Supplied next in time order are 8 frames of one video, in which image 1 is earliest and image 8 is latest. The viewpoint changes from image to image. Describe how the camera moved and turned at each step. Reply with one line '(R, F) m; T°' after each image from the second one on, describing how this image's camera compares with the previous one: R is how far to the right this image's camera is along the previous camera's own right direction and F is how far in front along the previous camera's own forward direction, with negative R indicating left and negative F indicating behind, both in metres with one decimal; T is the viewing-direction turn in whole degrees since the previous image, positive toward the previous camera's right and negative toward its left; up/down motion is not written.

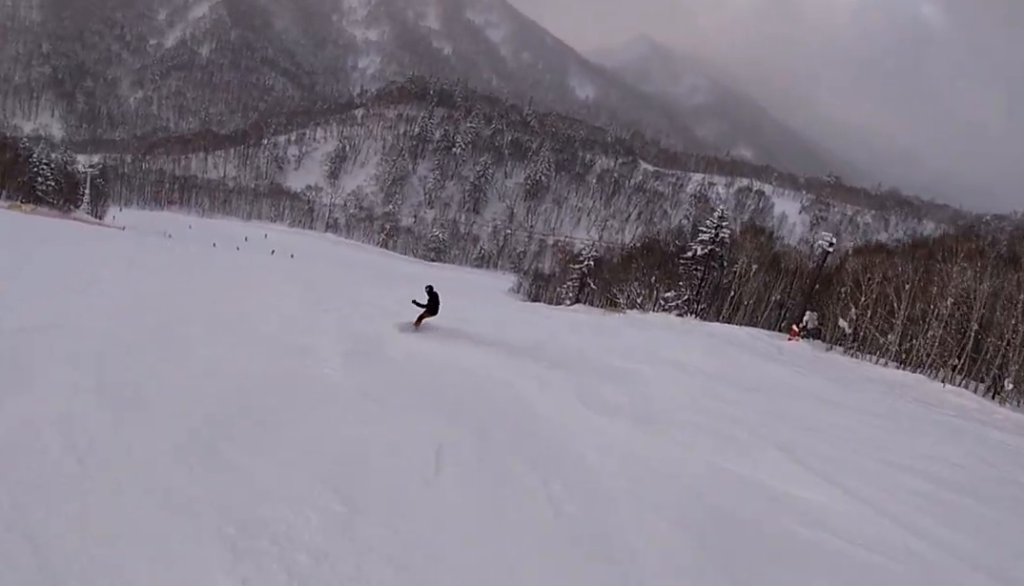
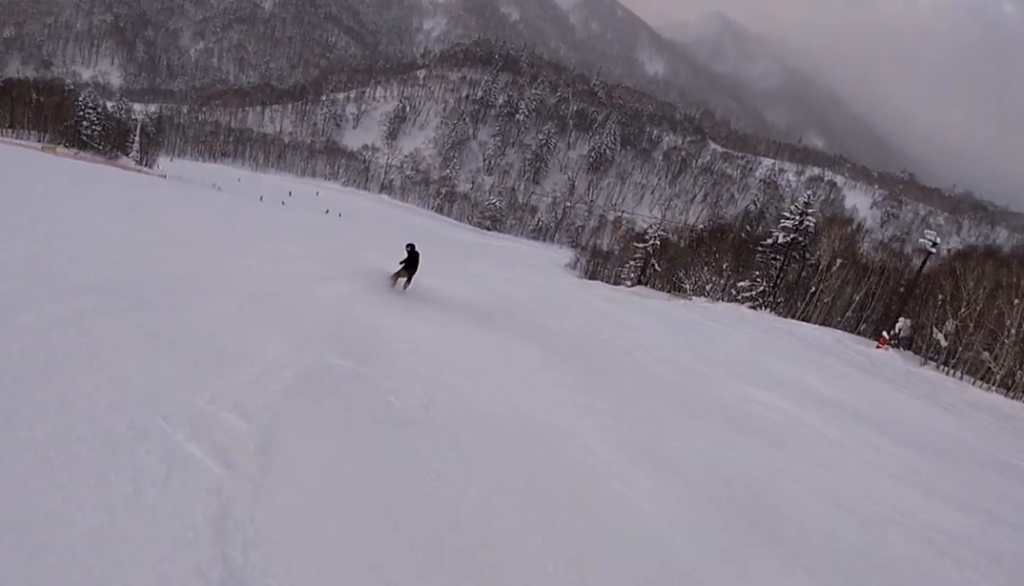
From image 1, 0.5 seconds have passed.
(-1.0, +5.1) m; -7°
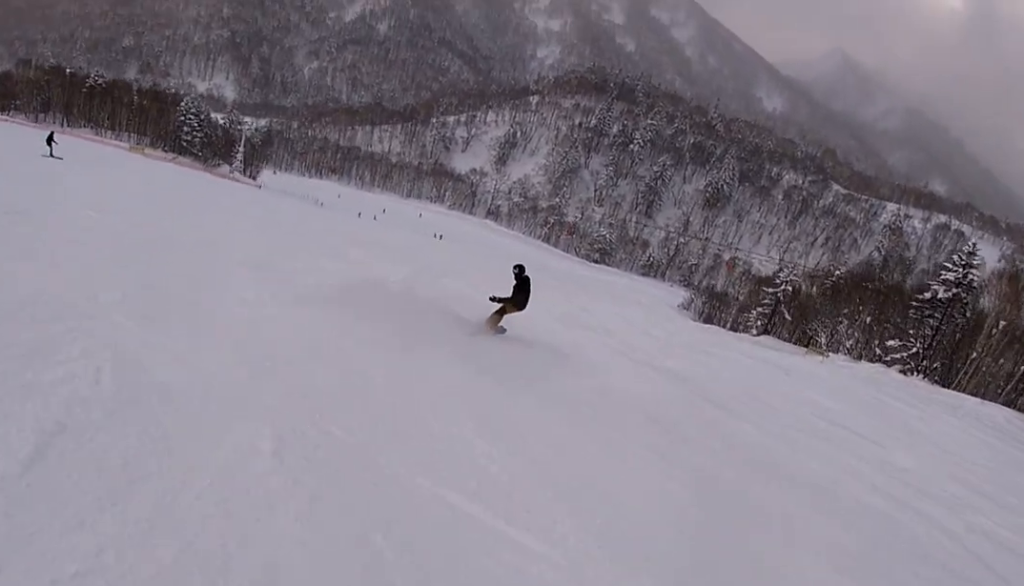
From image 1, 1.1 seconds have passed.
(-0.6, +6.6) m; -9°
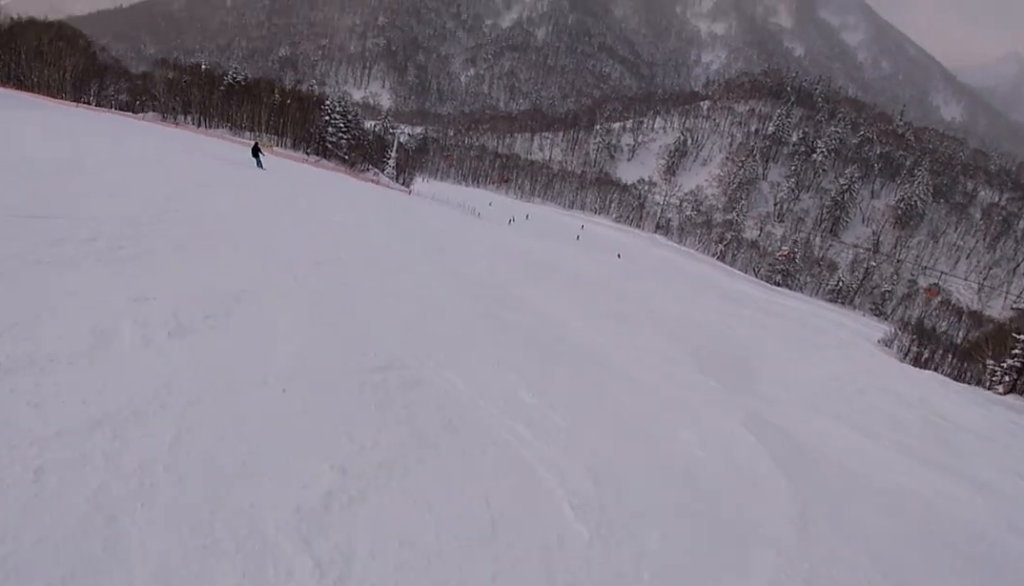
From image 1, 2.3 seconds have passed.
(-1.8, +12.4) m; -23°
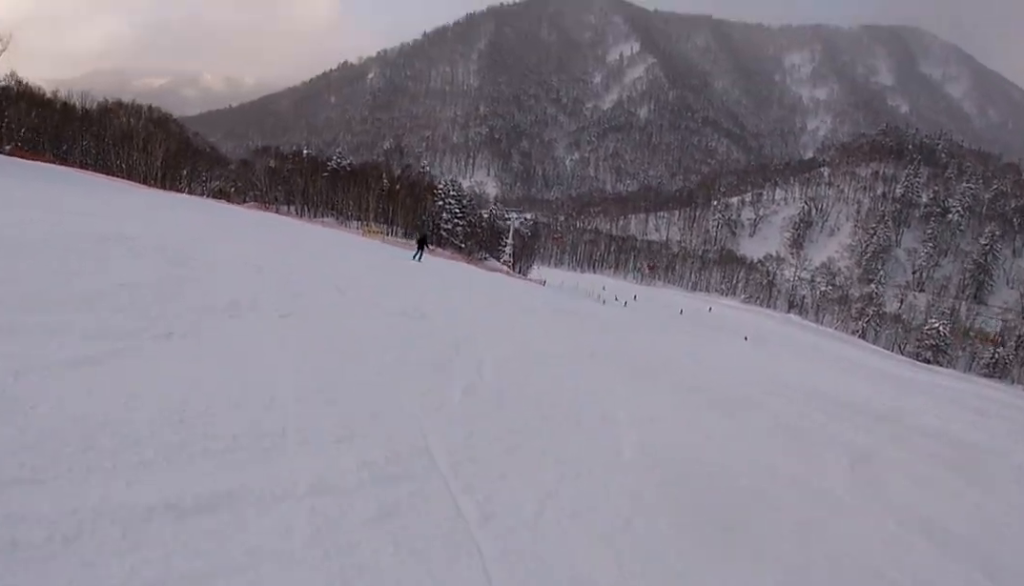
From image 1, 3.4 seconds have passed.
(-2.6, +11.4) m; -17°
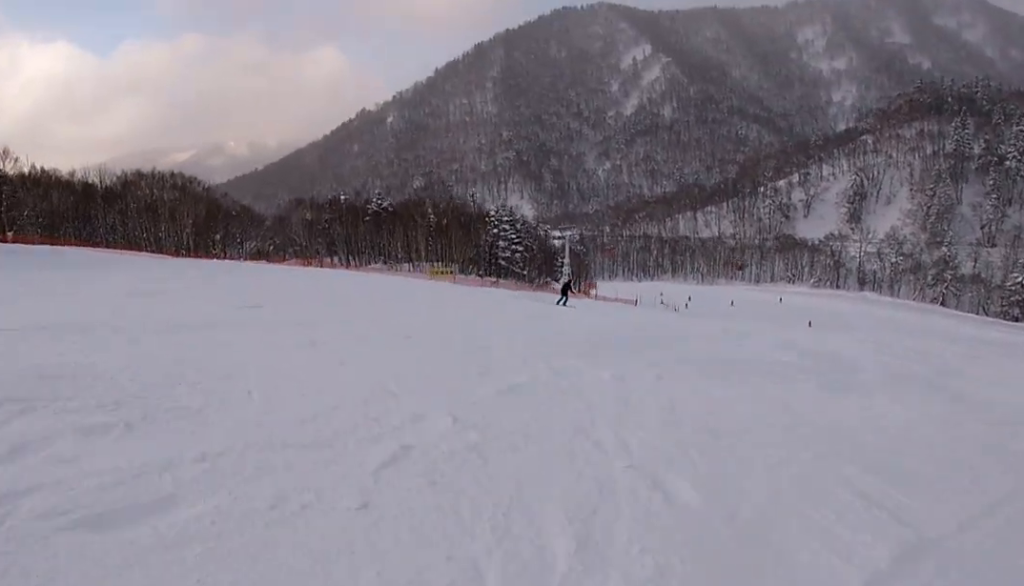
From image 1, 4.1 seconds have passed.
(-0.6, +8.2) m; -4°
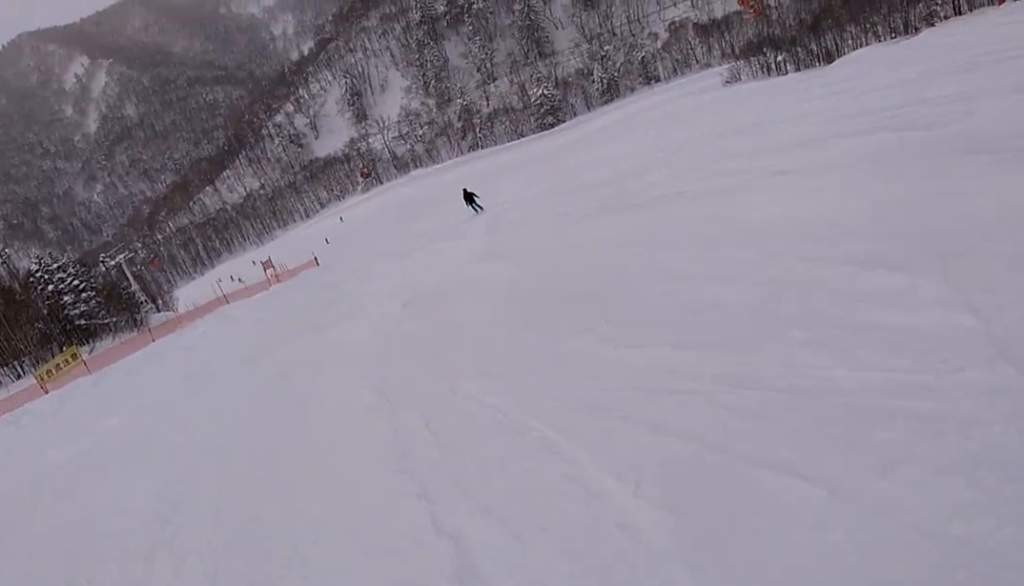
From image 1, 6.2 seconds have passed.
(+1.6, +22.5) m; +21°
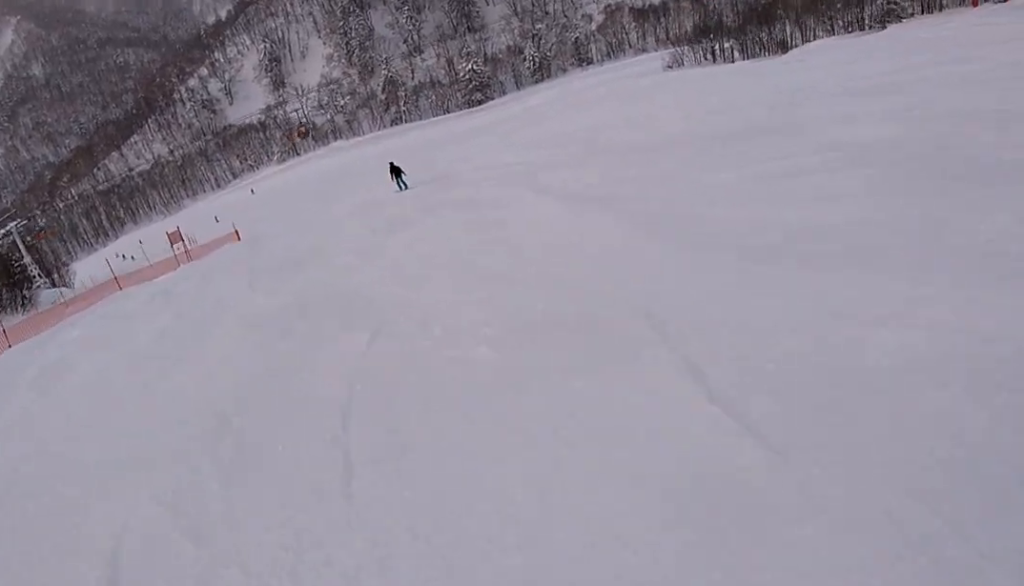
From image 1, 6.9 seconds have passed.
(+0.7, +7.4) m; +18°
